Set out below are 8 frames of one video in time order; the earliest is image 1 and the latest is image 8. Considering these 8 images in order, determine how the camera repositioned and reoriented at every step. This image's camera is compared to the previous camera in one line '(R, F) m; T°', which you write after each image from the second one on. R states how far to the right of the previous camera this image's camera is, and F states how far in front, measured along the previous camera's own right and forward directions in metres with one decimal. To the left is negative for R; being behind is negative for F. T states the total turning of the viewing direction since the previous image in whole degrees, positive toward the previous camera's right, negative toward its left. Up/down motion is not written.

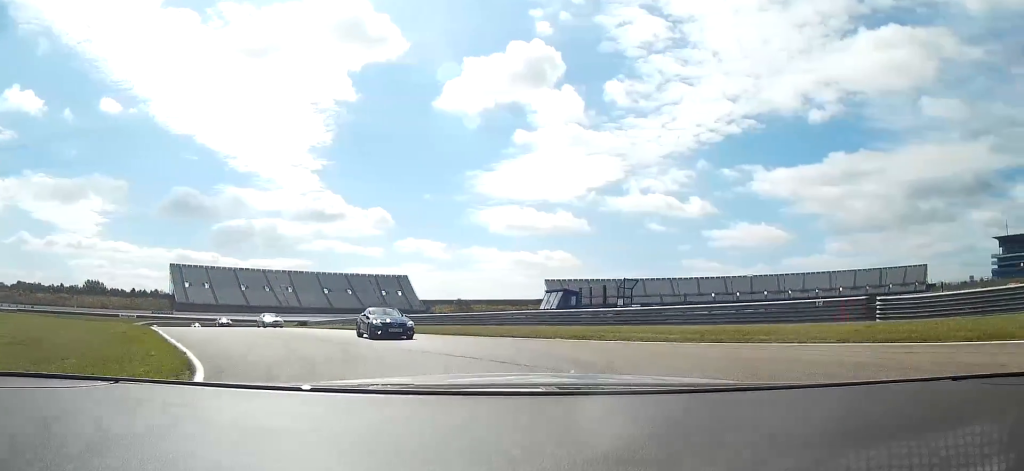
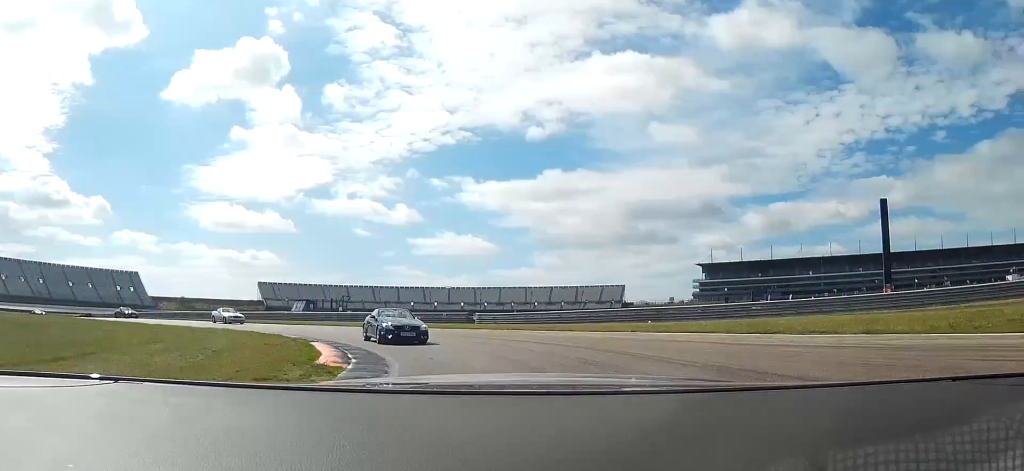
(+6.4, +25.7) m; +26°
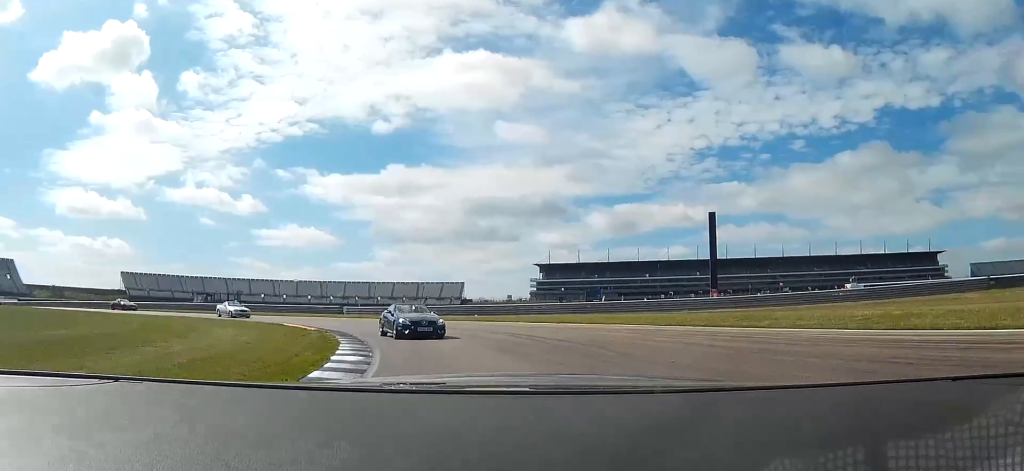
(+2.0, +15.6) m; +14°
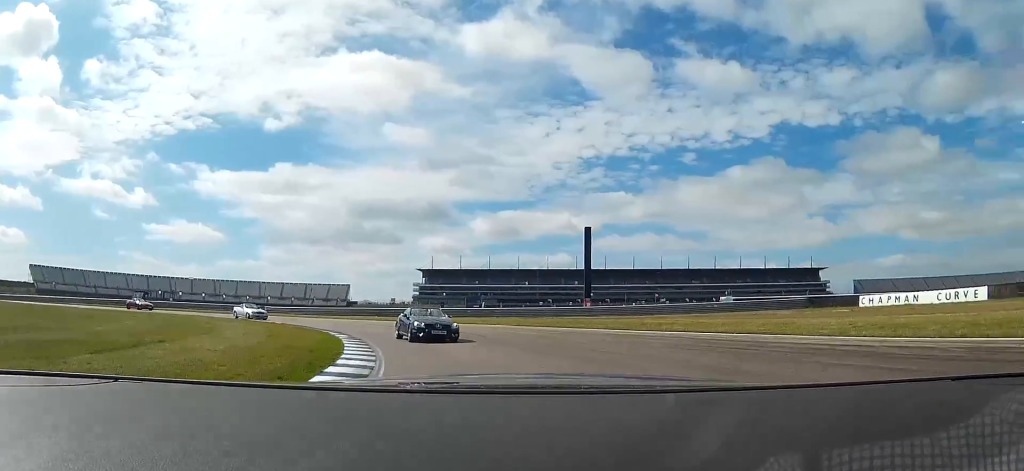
(+0.5, +12.6) m; +11°
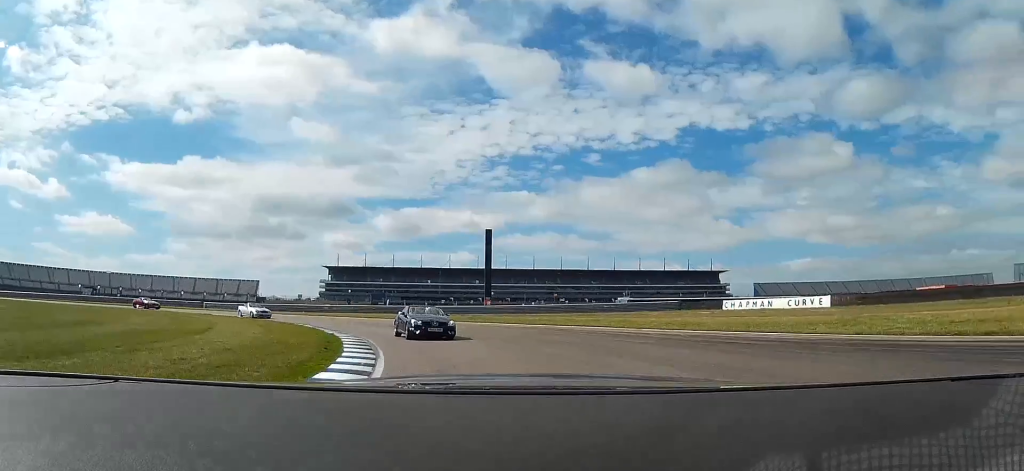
(+1.6, +10.2) m; +7°
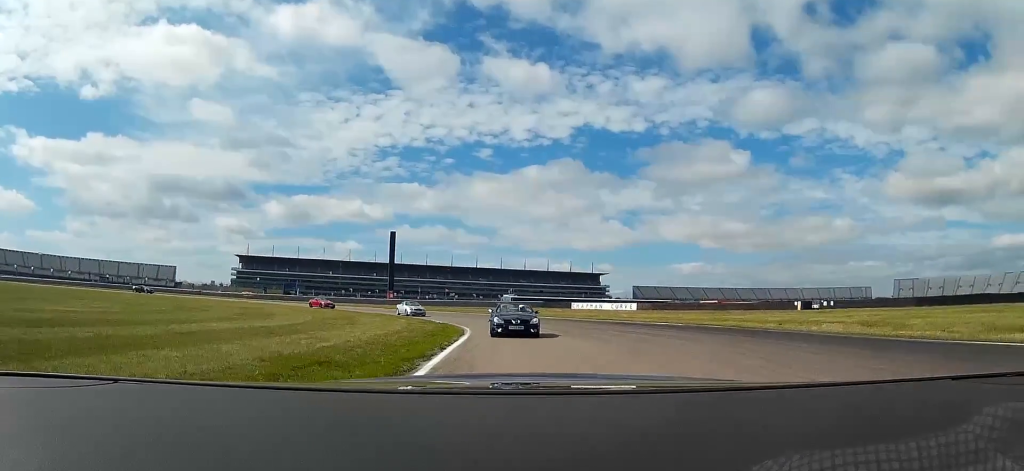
(+4.8, +33.4) m; +9°
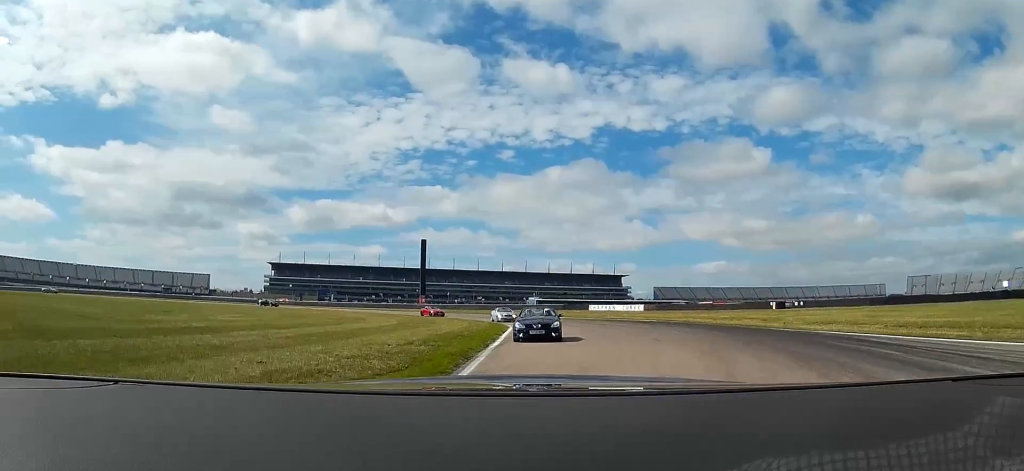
(-0.2, +15.3) m; -2°
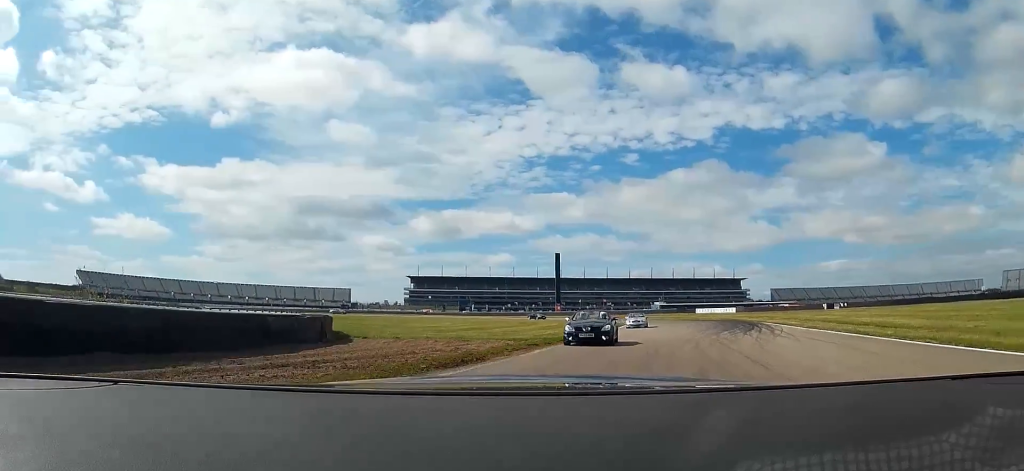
(-1.7, +30.0) m; -10°
